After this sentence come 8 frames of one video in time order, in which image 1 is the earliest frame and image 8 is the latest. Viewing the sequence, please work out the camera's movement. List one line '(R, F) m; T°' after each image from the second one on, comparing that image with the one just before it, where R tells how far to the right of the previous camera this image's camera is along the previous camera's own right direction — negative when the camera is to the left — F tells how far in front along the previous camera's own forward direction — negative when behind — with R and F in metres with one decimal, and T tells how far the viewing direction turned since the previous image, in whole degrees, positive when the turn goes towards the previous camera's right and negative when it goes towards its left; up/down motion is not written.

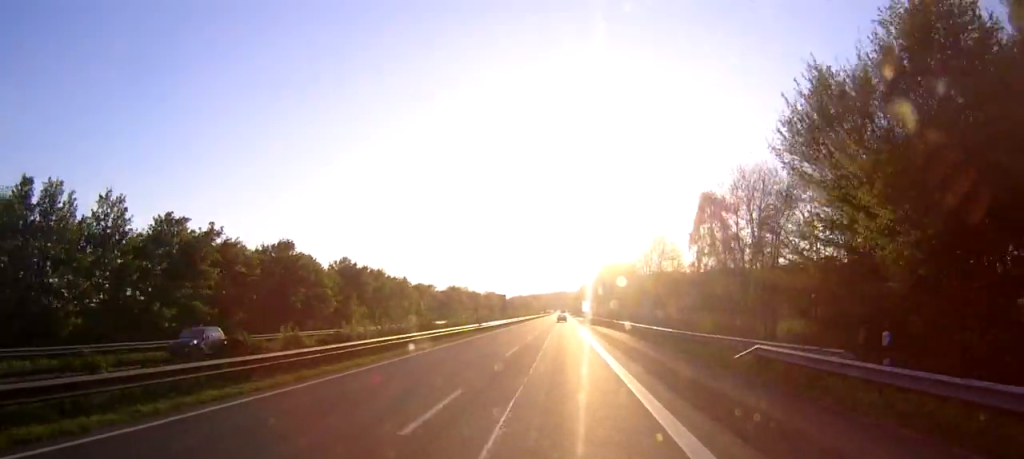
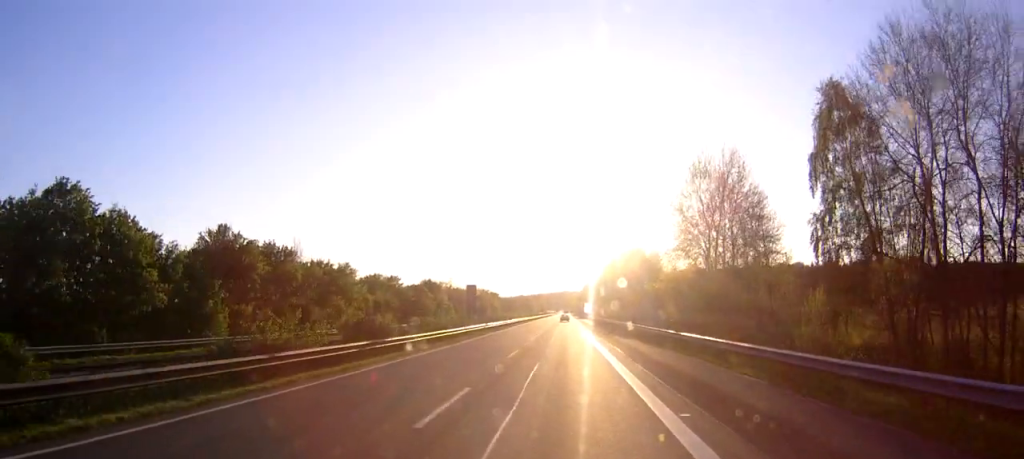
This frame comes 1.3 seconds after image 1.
(+0.1, +35.6) m; 0°
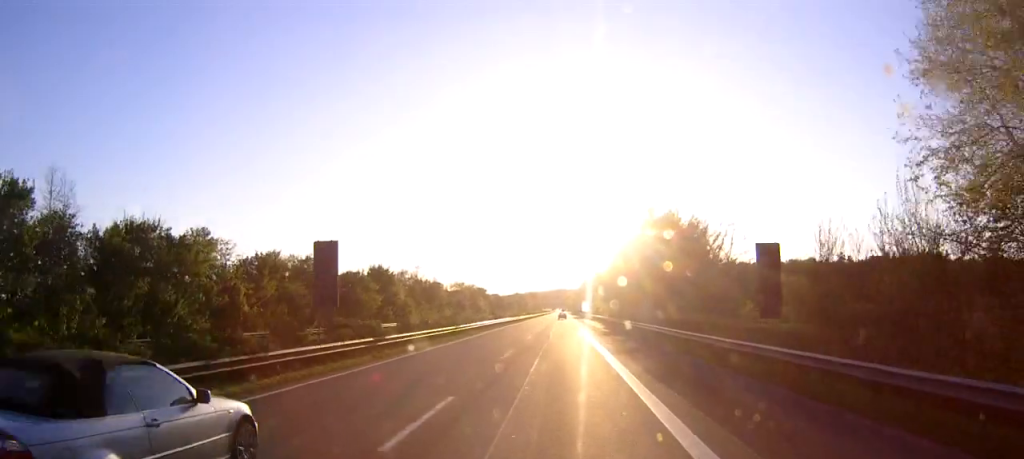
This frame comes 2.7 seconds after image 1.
(-0.1, +38.6) m; 0°
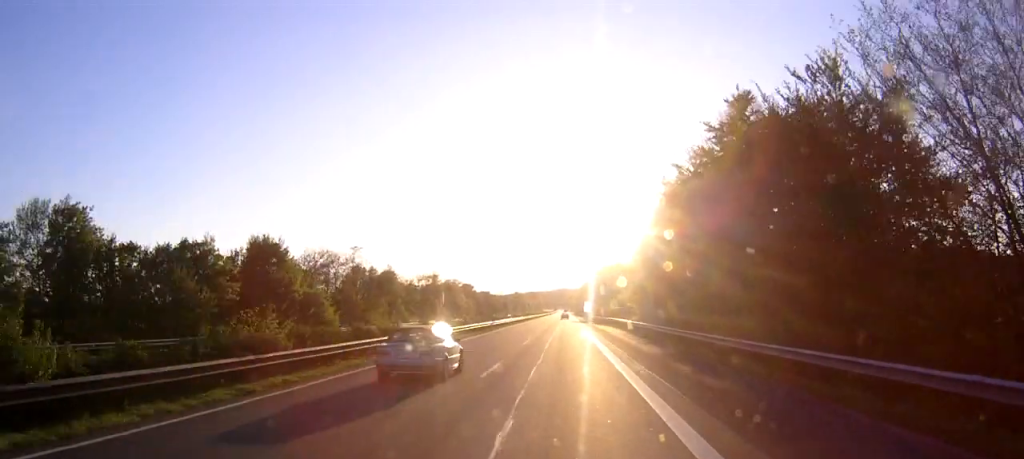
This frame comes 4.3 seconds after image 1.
(0.0, +44.6) m; 0°
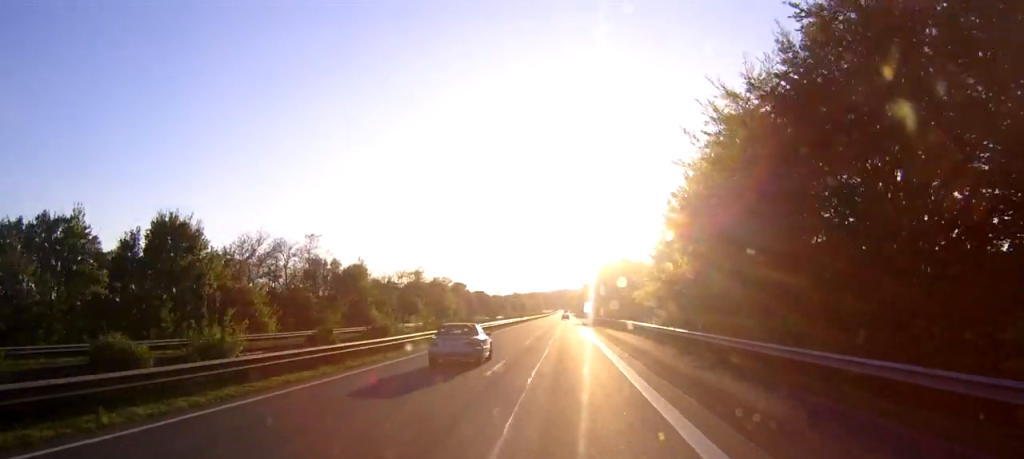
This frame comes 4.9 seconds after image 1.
(0.0, +18.0) m; 0°
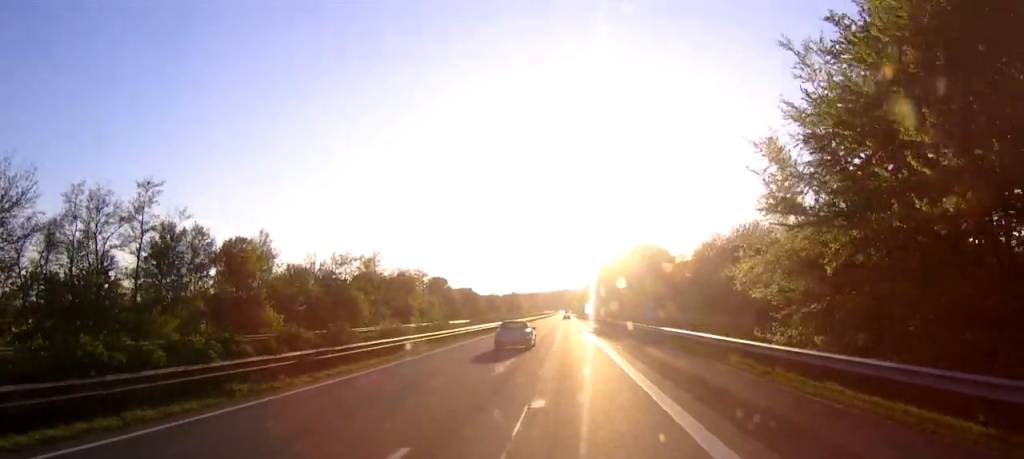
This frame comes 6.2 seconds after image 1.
(0.0, +37.2) m; 0°
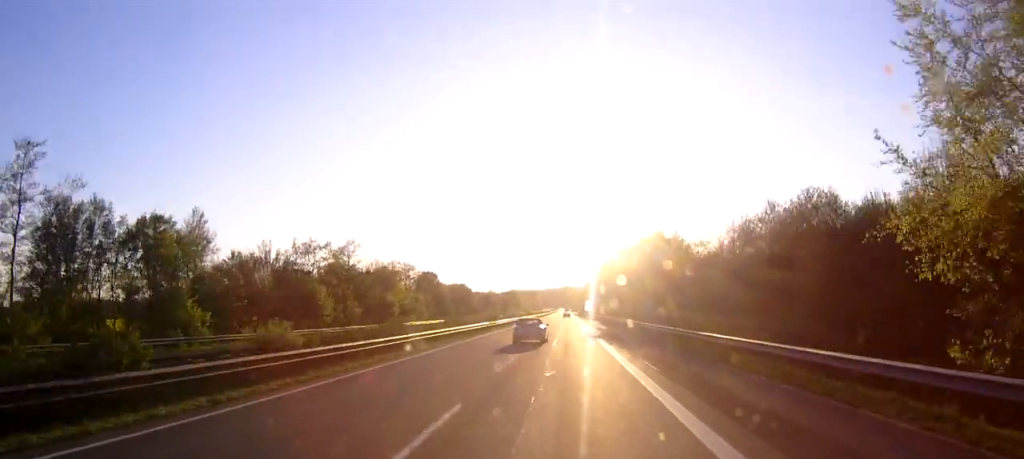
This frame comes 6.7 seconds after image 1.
(0.0, +15.0) m; 0°
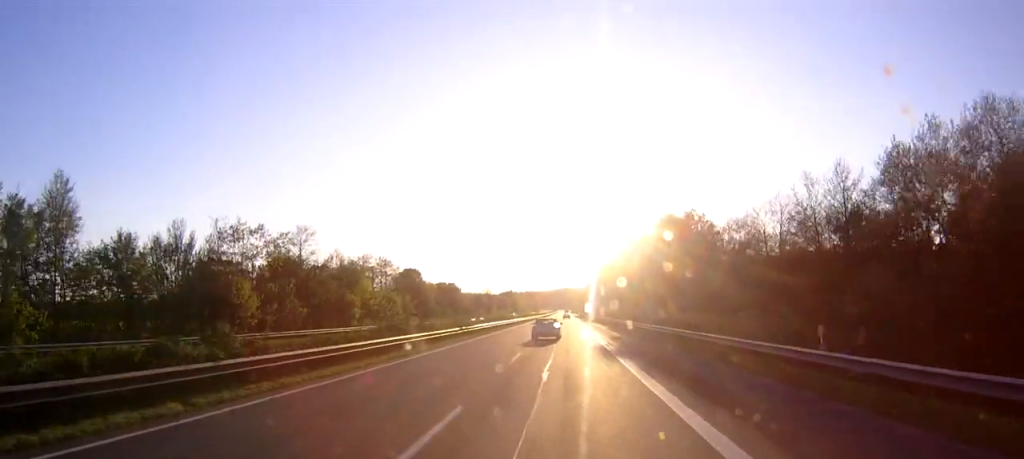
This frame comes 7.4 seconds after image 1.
(0.0, +20.9) m; 0°
